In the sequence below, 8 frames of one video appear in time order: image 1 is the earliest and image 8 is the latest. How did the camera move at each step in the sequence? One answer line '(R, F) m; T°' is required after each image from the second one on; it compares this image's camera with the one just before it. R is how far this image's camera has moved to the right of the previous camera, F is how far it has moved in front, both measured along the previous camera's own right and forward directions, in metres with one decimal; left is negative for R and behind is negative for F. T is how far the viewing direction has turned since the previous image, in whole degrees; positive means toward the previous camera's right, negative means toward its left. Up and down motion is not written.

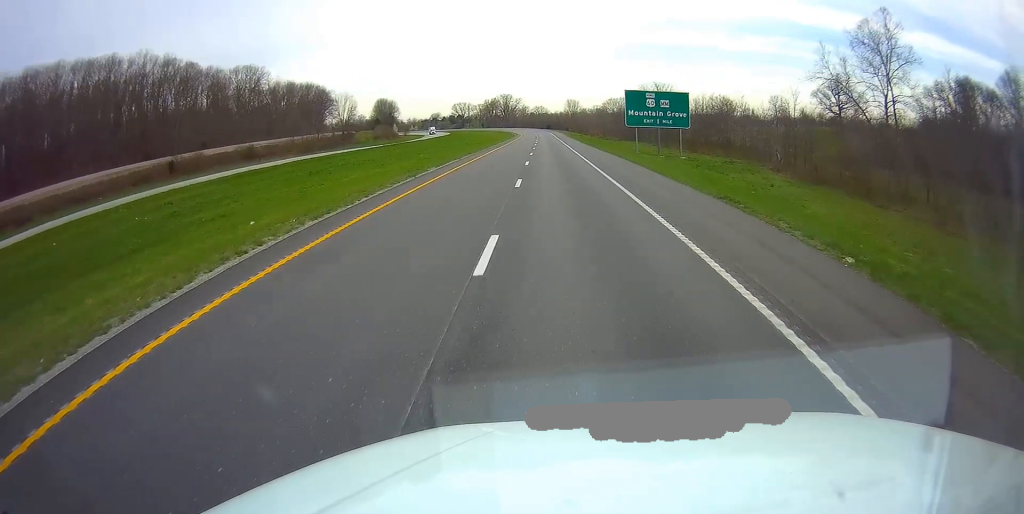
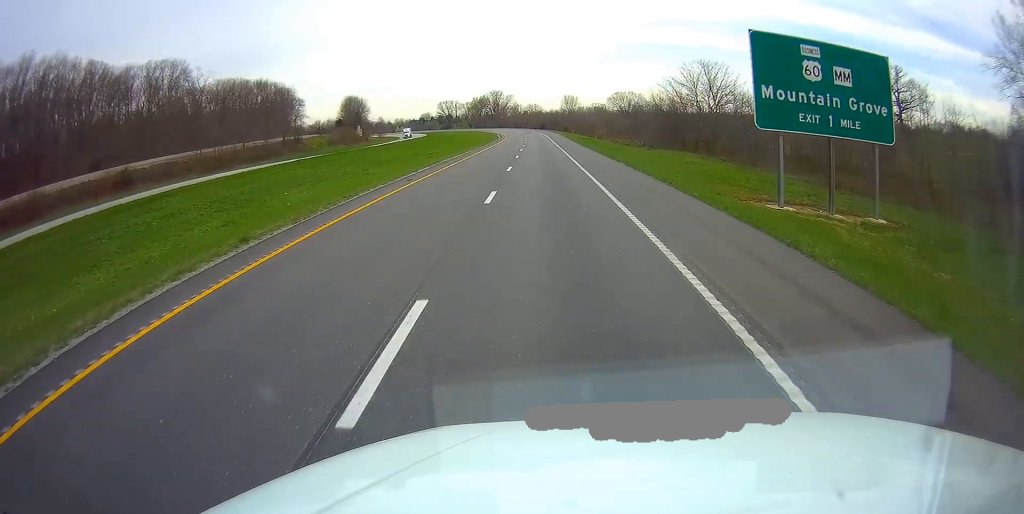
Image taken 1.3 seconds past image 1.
(+0.5, +40.5) m; 0°
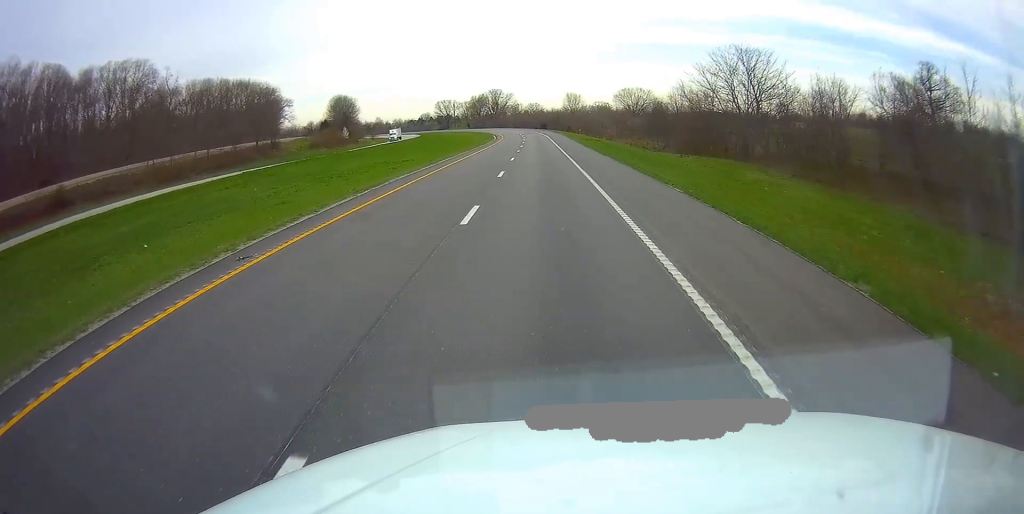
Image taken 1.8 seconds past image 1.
(-0.2, +15.6) m; -1°
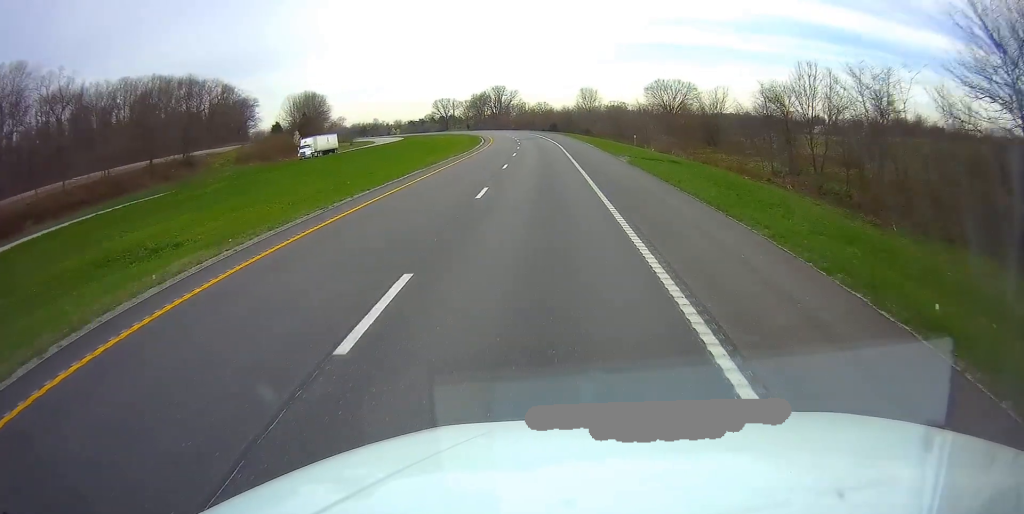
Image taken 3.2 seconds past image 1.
(-0.5, +43.8) m; -1°
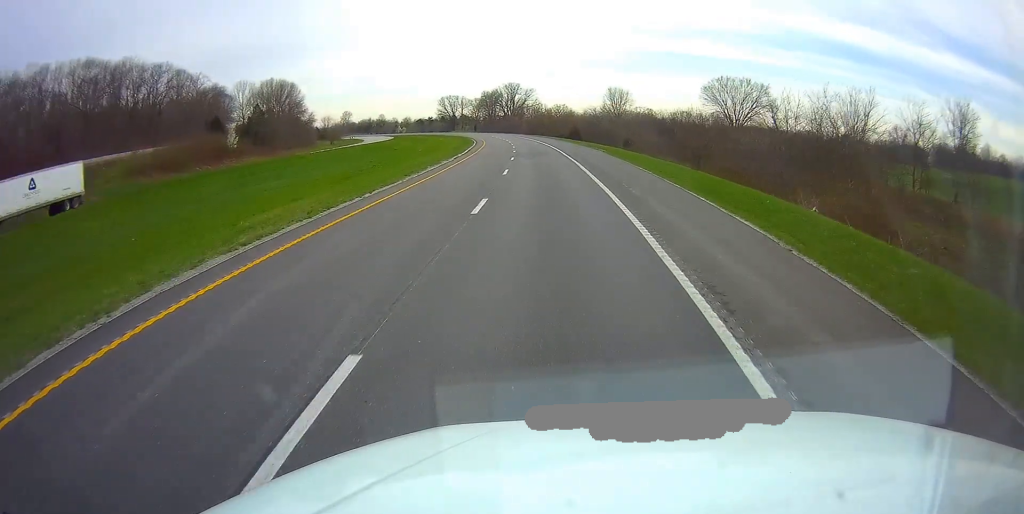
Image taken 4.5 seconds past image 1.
(-0.4, +39.5) m; -2°
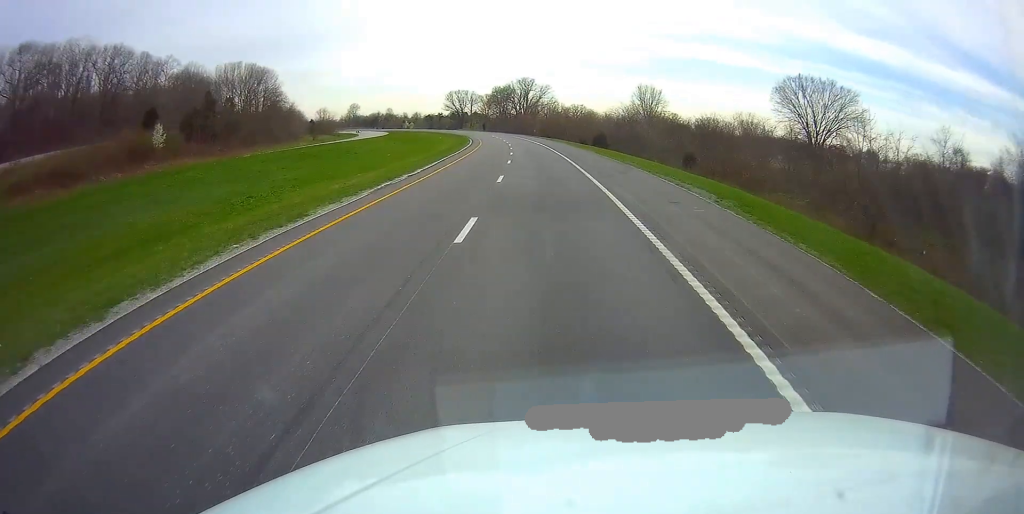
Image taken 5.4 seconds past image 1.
(-0.6, +27.9) m; -2°
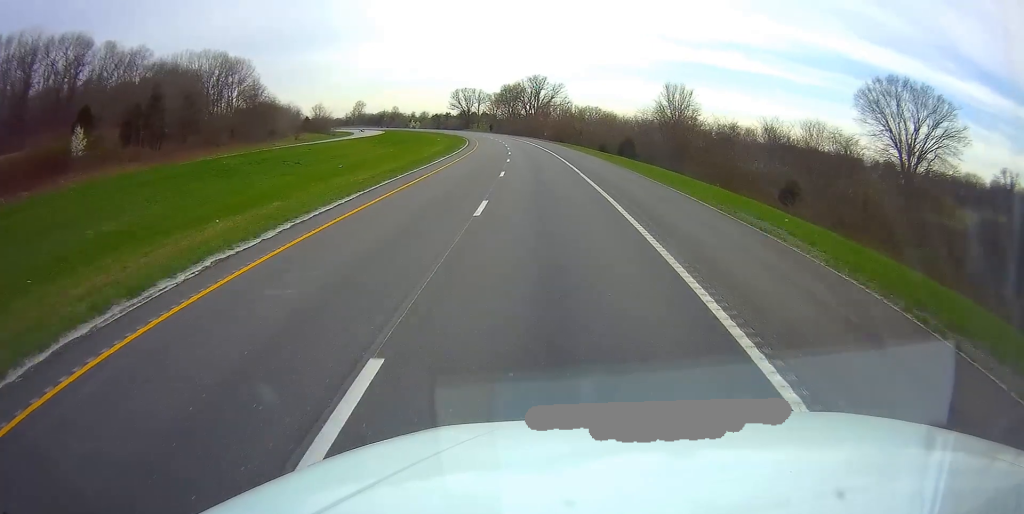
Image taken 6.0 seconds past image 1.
(0.0, +20.7) m; -1°
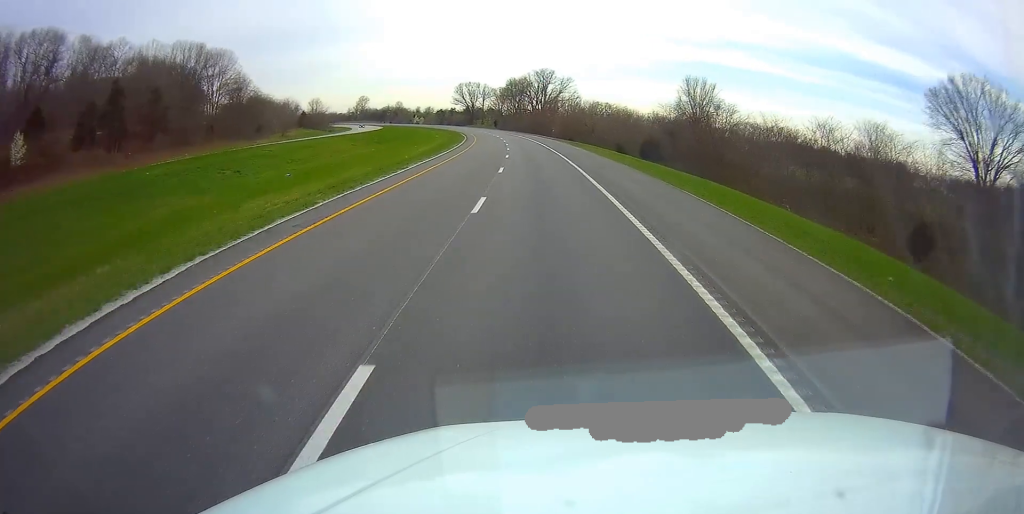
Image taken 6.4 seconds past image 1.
(0.0, +12.4) m; -1°
